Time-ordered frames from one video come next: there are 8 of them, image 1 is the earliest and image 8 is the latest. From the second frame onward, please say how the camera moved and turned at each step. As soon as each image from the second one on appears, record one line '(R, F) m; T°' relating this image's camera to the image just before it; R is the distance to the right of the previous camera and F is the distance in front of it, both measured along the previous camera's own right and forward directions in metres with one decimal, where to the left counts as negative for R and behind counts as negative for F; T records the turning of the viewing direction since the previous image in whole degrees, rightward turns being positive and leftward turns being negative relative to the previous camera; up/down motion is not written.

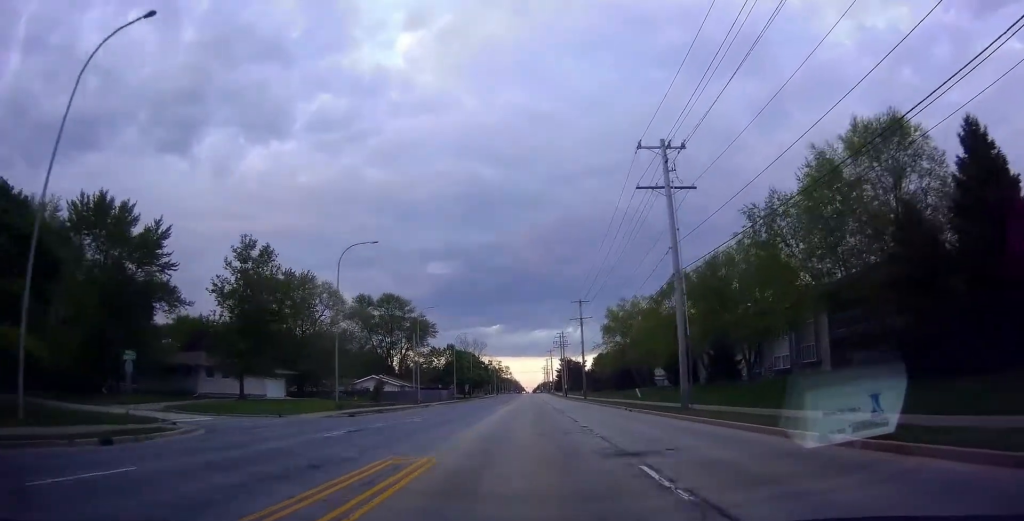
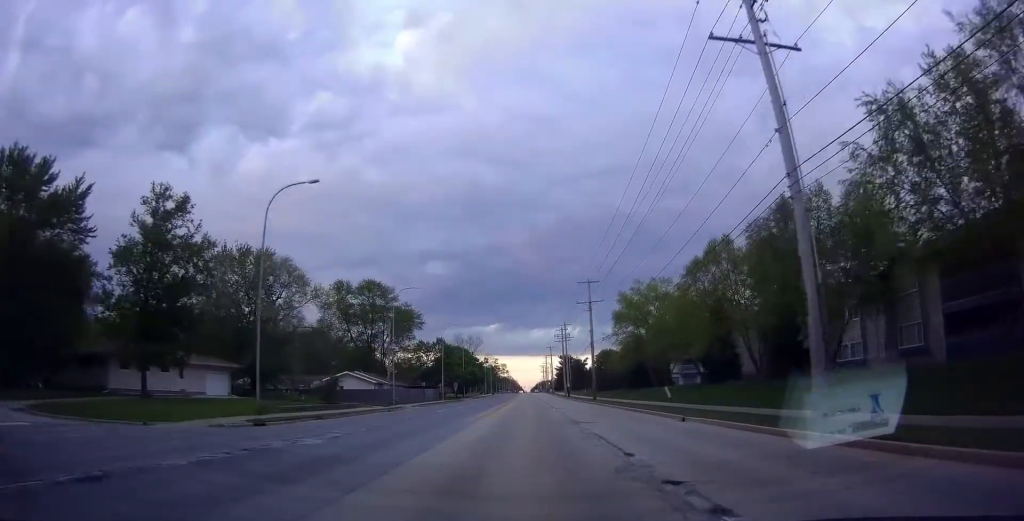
(0.0, +13.7) m; 0°
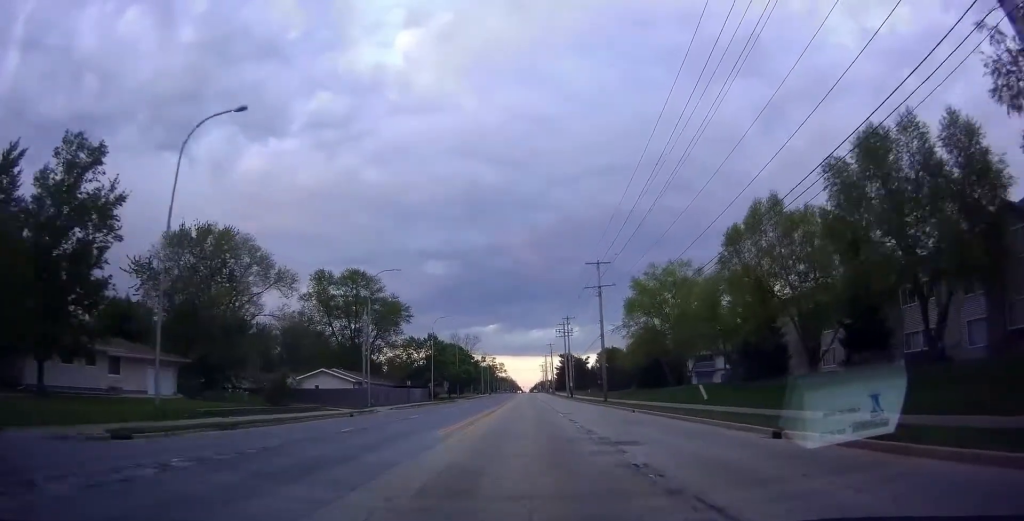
(0.0, +9.5) m; 0°
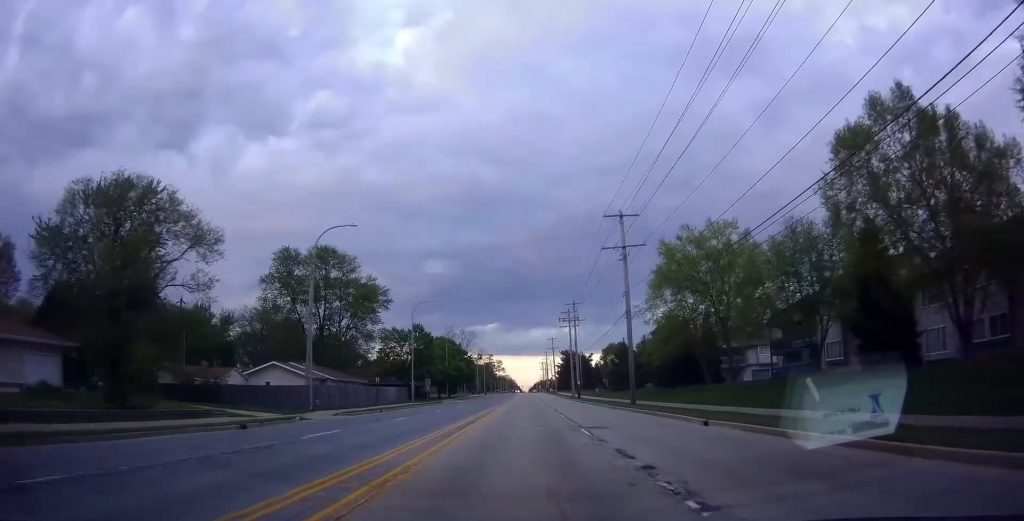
(0.0, +14.8) m; 0°
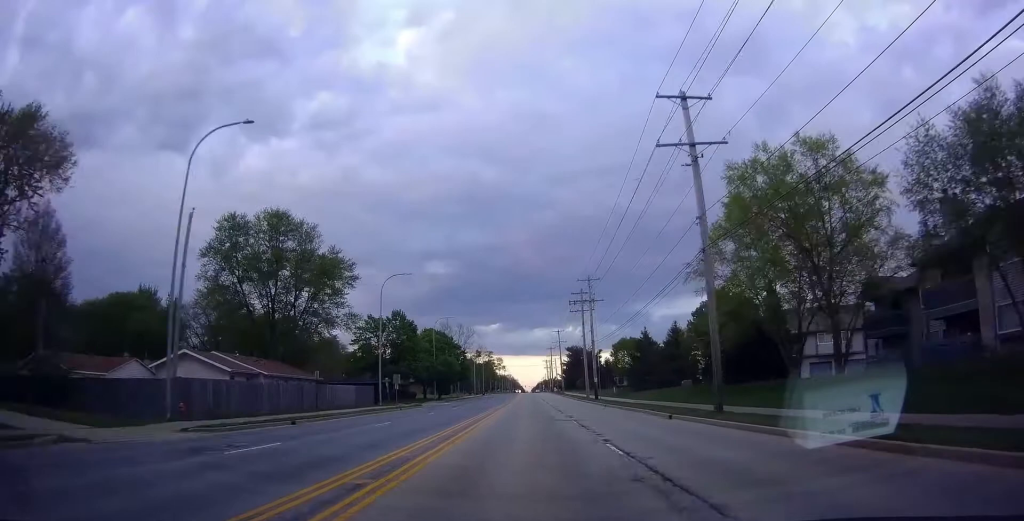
(0.0, +17.6) m; 0°
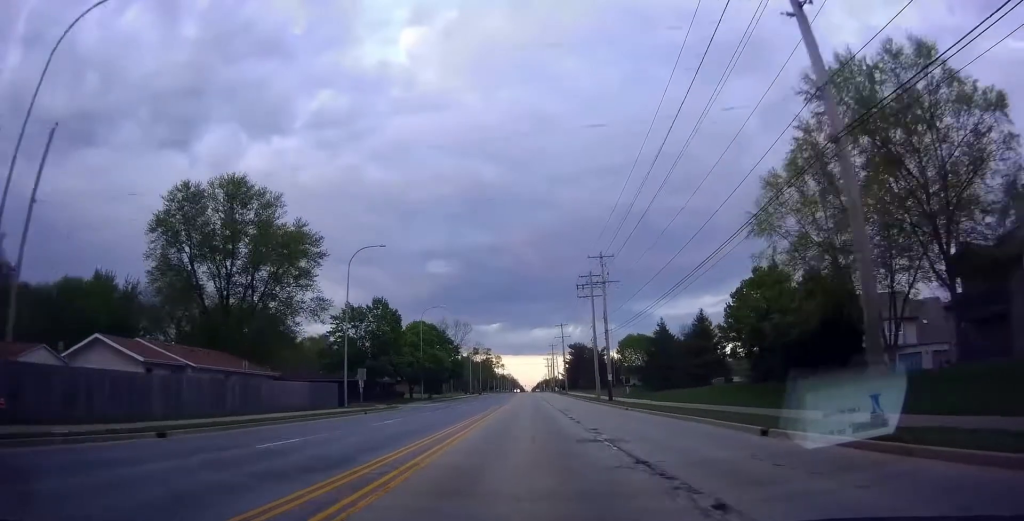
(0.0, +11.2) m; 0°
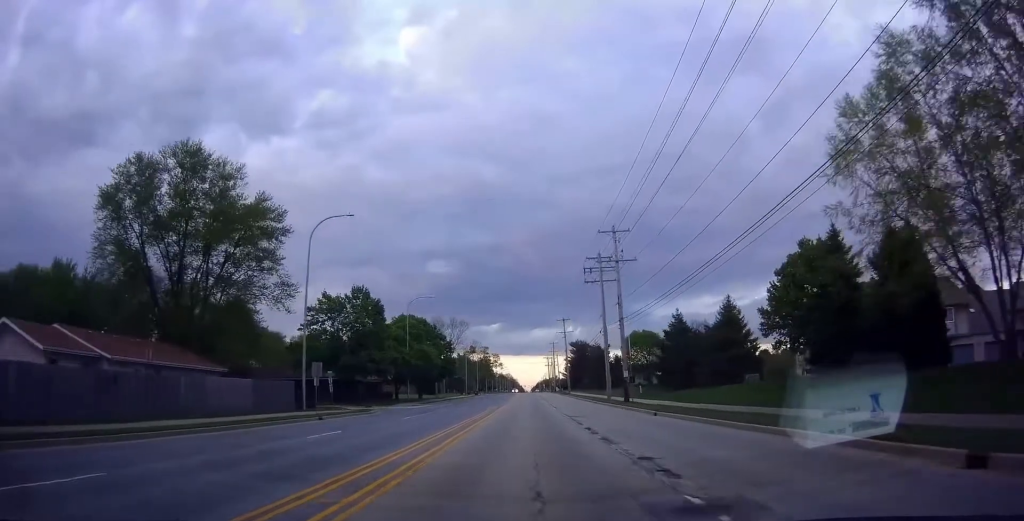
(0.0, +8.8) m; 0°
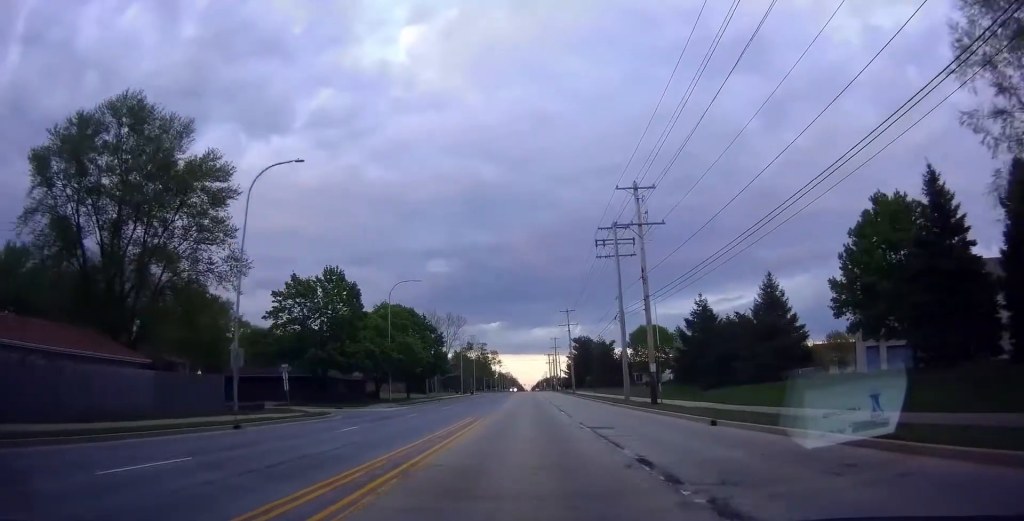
(-0.1, +9.3) m; +1°
